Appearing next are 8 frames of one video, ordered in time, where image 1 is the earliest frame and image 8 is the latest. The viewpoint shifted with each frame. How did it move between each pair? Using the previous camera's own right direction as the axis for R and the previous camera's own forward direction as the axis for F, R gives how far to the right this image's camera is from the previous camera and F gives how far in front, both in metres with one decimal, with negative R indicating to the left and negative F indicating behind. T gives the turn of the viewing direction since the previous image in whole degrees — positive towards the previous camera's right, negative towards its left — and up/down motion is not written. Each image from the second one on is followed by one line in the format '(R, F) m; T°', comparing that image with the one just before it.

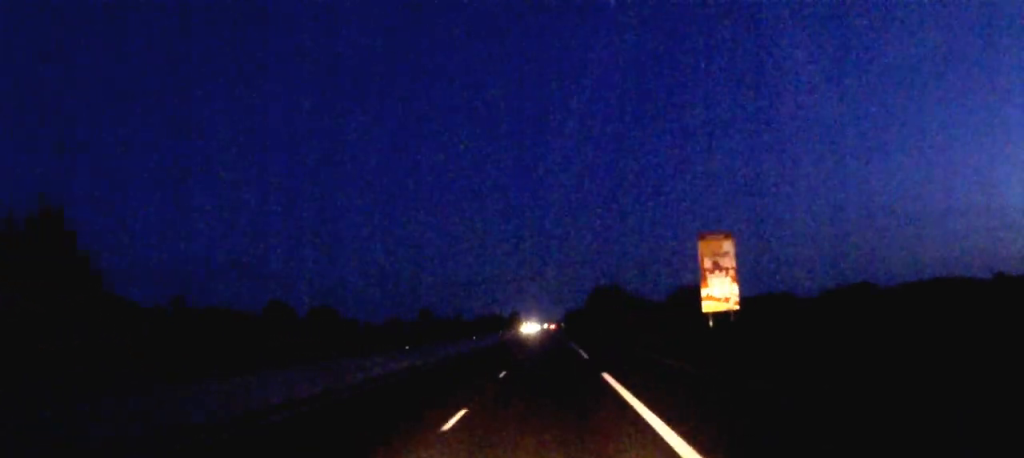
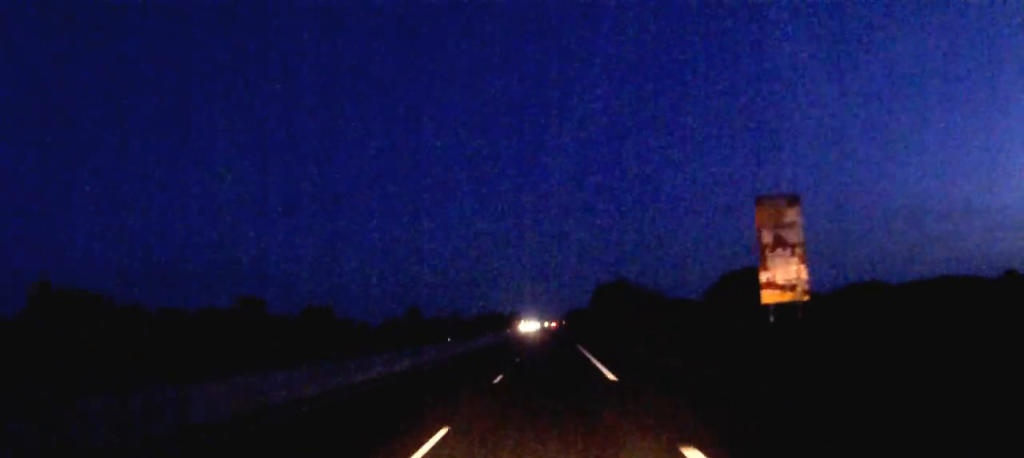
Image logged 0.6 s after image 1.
(0.0, +16.3) m; 0°
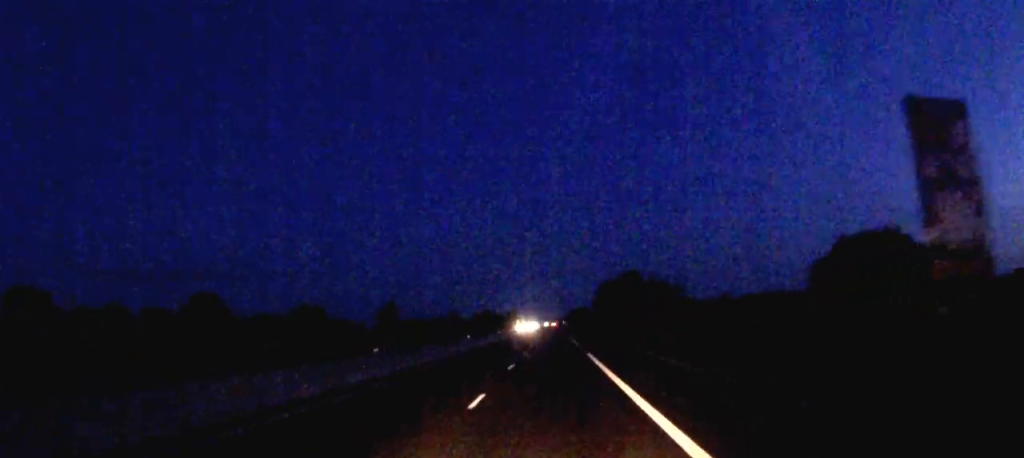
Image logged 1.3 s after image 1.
(0.0, +19.9) m; 0°
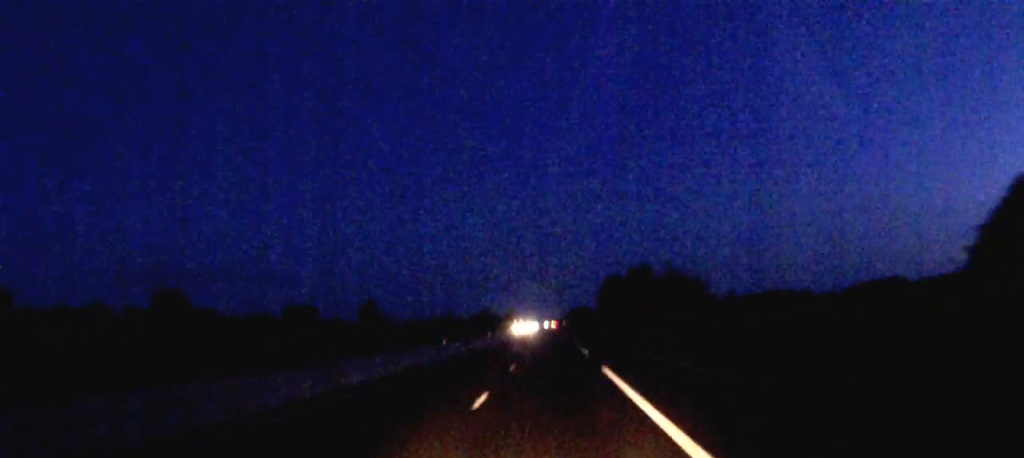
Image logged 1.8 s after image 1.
(0.0, +12.6) m; 0°
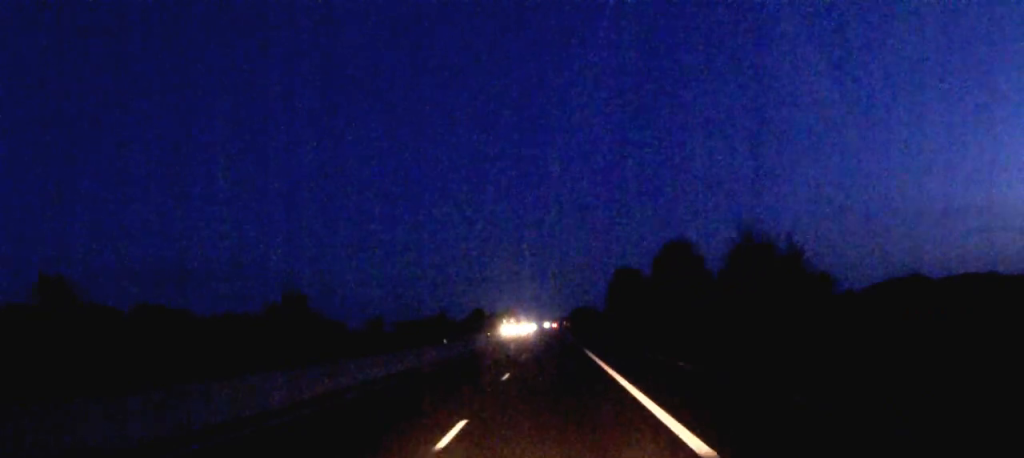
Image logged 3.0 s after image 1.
(0.0, +31.6) m; 0°
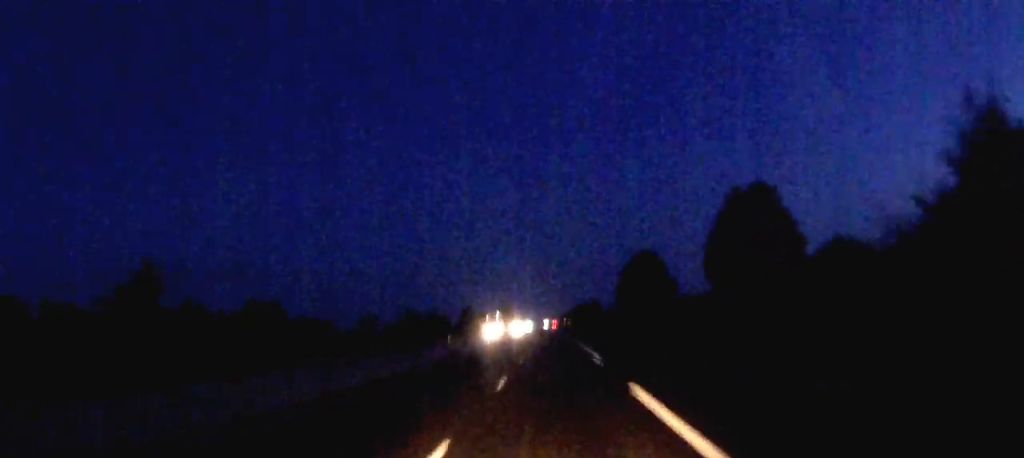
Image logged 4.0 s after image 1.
(0.0, +29.0) m; 0°
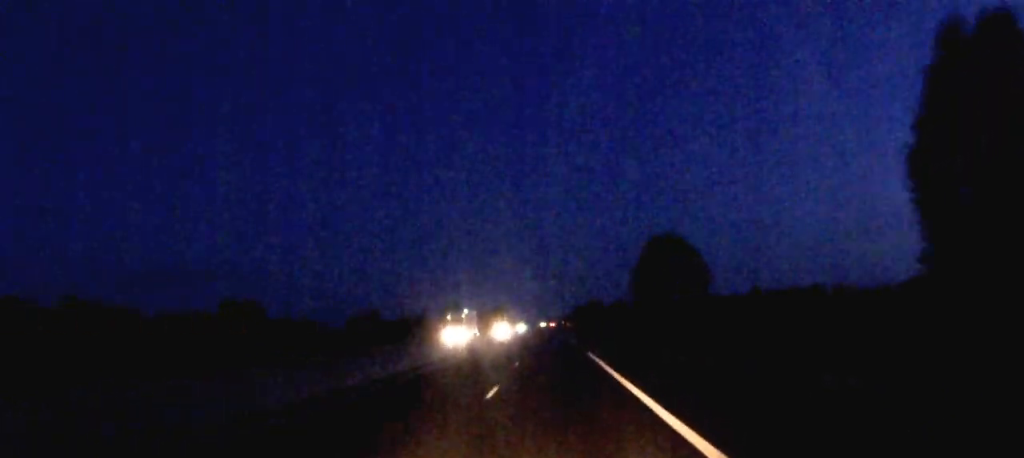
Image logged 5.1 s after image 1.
(0.0, +28.9) m; 0°
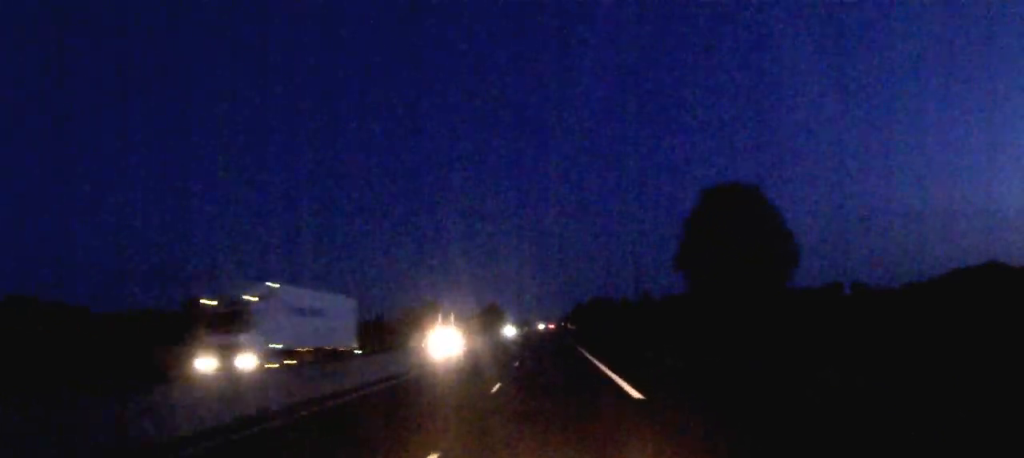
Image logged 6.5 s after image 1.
(0.0, +37.1) m; 0°
